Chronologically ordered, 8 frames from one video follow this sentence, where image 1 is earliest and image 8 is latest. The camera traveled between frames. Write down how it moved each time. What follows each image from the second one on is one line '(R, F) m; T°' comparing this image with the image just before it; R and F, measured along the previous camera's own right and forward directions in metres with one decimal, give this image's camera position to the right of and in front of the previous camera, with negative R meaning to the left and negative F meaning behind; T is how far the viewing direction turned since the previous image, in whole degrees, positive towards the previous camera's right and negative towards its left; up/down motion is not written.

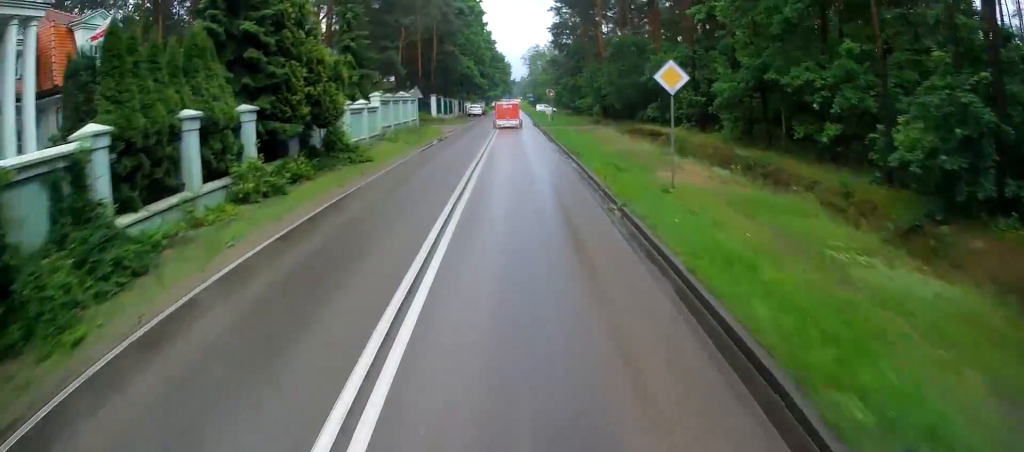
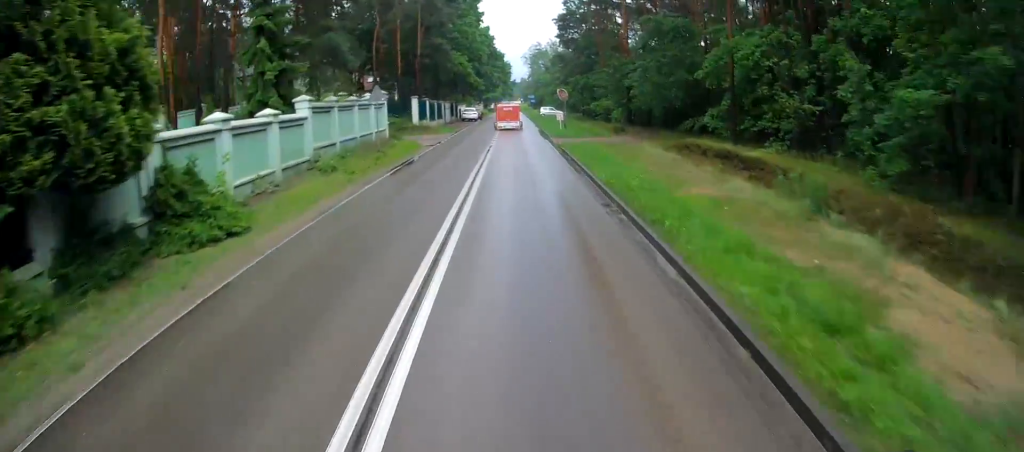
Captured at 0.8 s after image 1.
(+0.1, +10.5) m; +2°
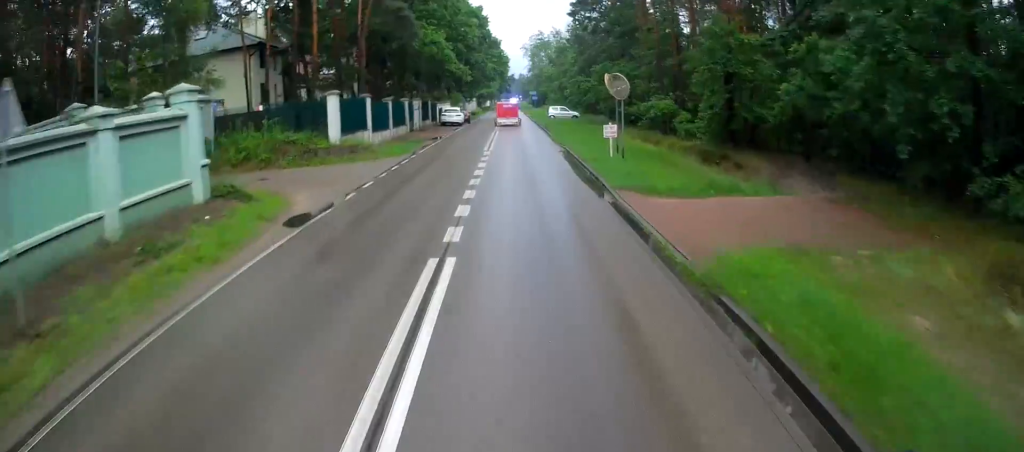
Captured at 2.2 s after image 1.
(+0.4, +20.1) m; +1°
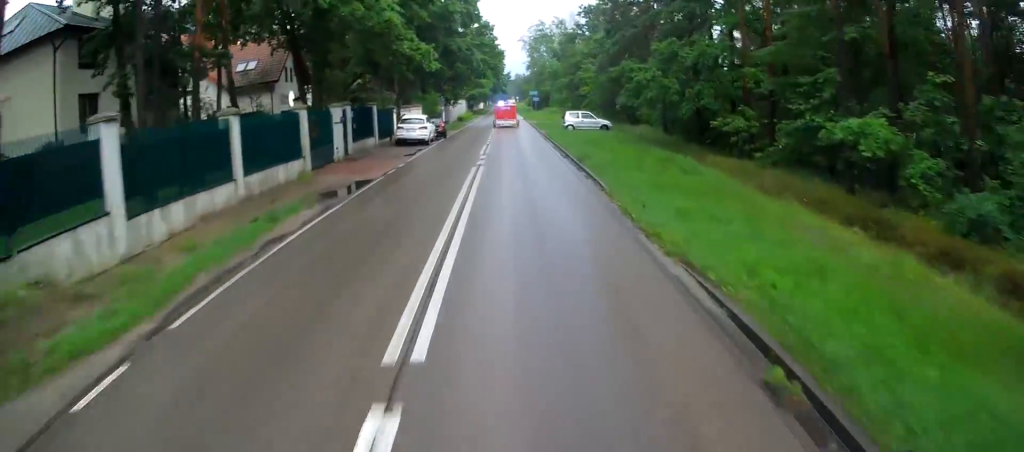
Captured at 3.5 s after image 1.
(0.0, +19.8) m; +2°
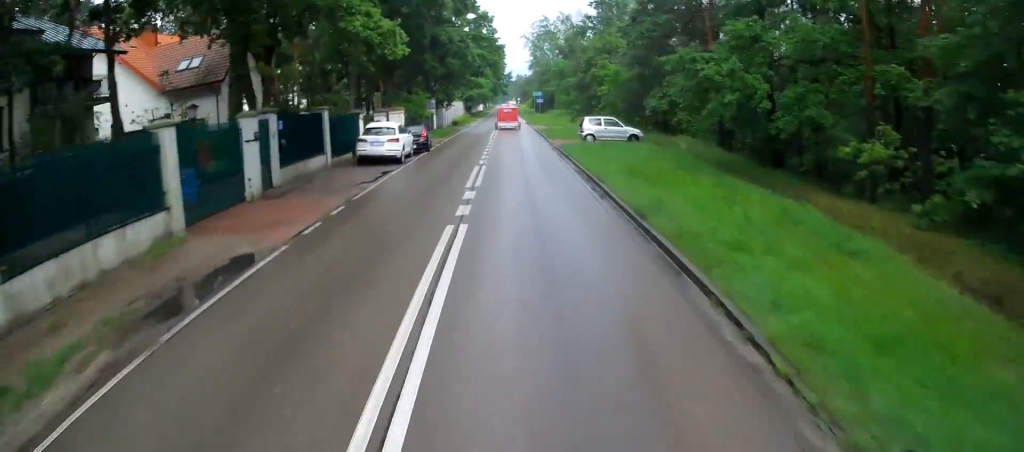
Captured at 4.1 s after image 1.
(+0.2, +9.0) m; +1°
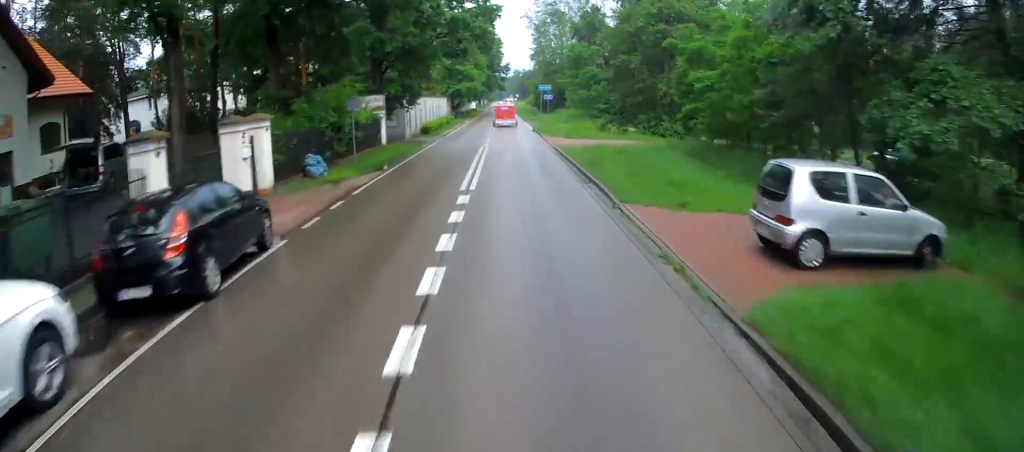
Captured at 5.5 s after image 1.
(+0.3, +23.4) m; +1°
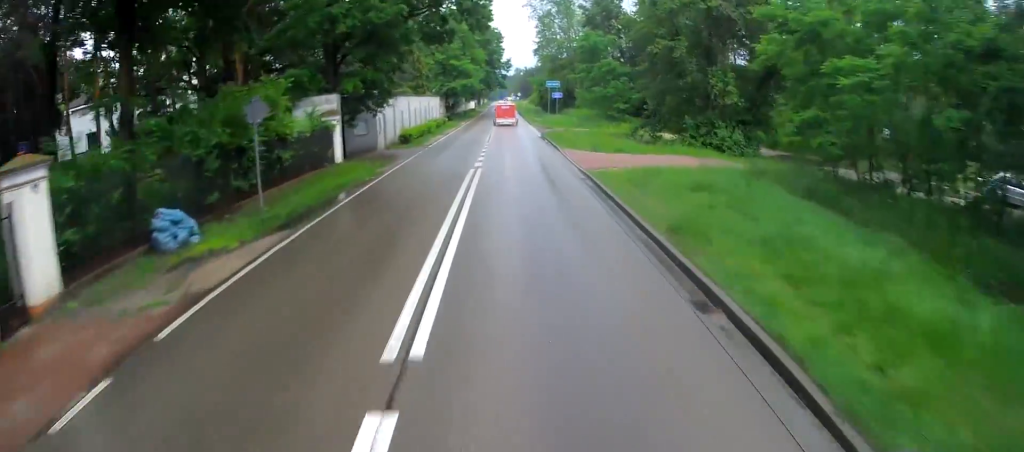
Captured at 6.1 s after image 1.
(+0.1, +10.4) m; +3°
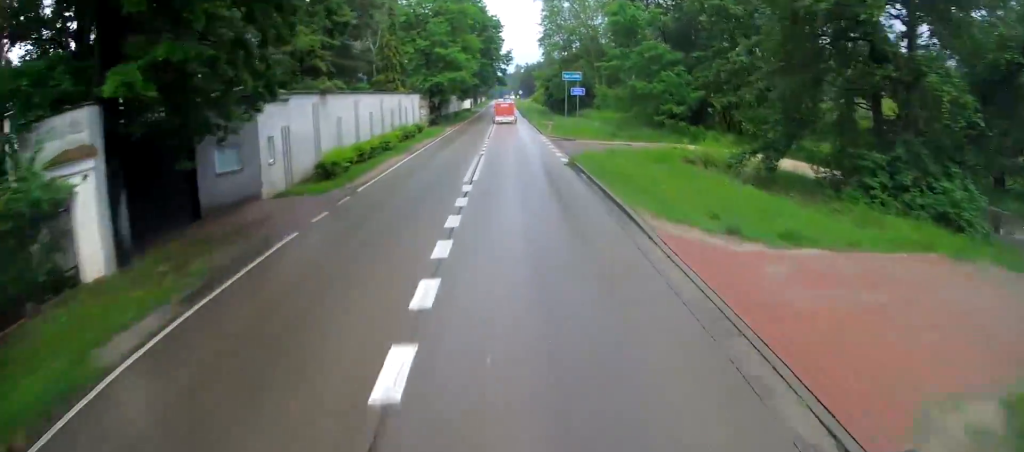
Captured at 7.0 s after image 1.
(+0.7, +16.8) m; +3°
